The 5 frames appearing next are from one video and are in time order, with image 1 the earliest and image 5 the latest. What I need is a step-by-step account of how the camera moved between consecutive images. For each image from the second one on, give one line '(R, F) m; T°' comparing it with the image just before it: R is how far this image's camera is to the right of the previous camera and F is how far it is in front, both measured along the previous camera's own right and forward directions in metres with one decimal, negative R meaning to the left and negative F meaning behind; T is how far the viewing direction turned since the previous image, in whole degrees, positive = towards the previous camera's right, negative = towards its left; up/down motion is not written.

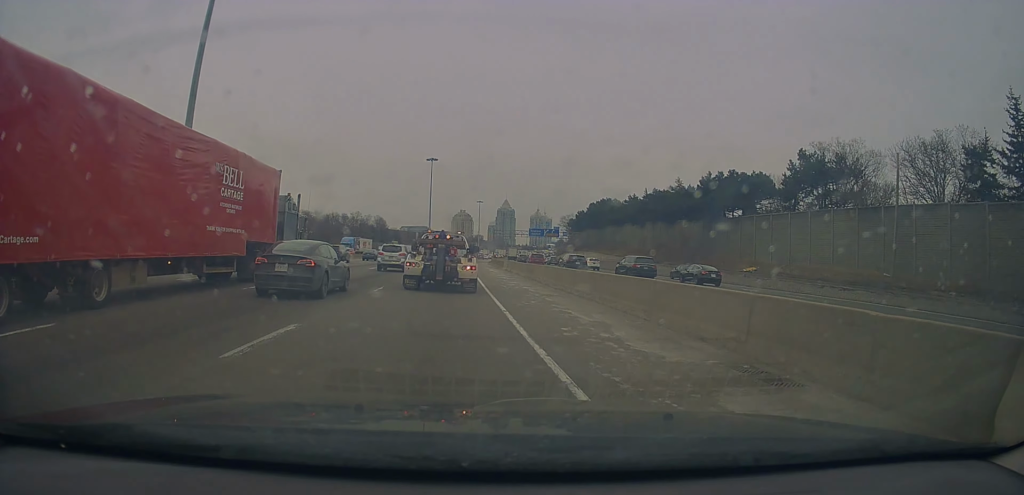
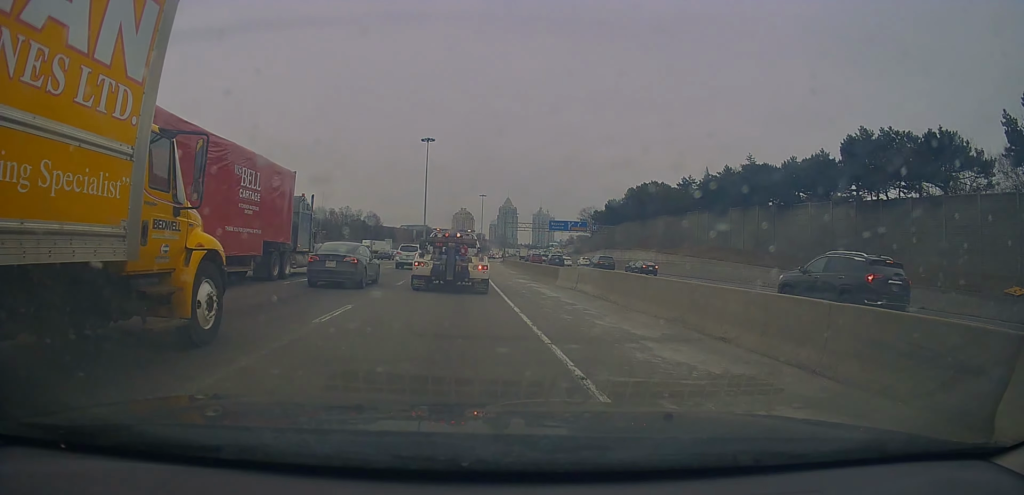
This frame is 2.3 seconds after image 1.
(+0.2, +30.9) m; +1°
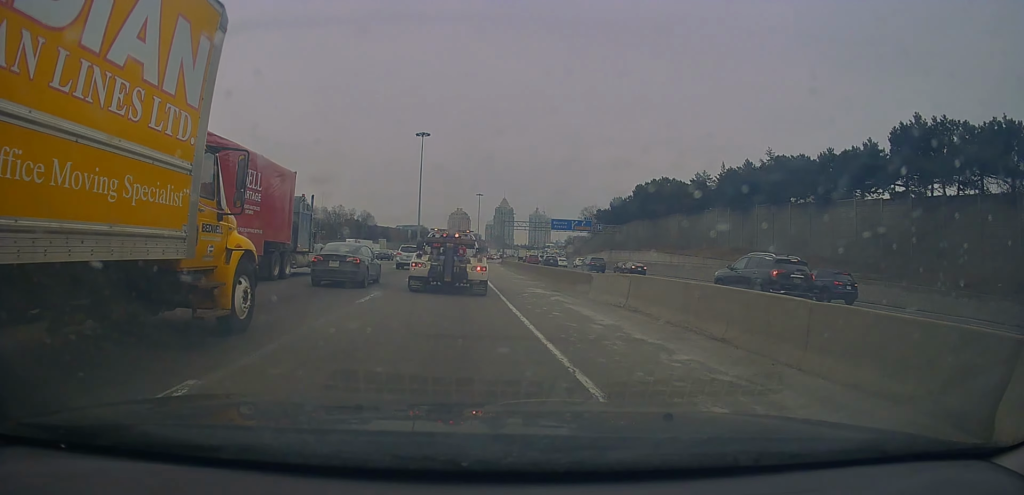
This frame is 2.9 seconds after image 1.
(+0.1, +6.9) m; 0°
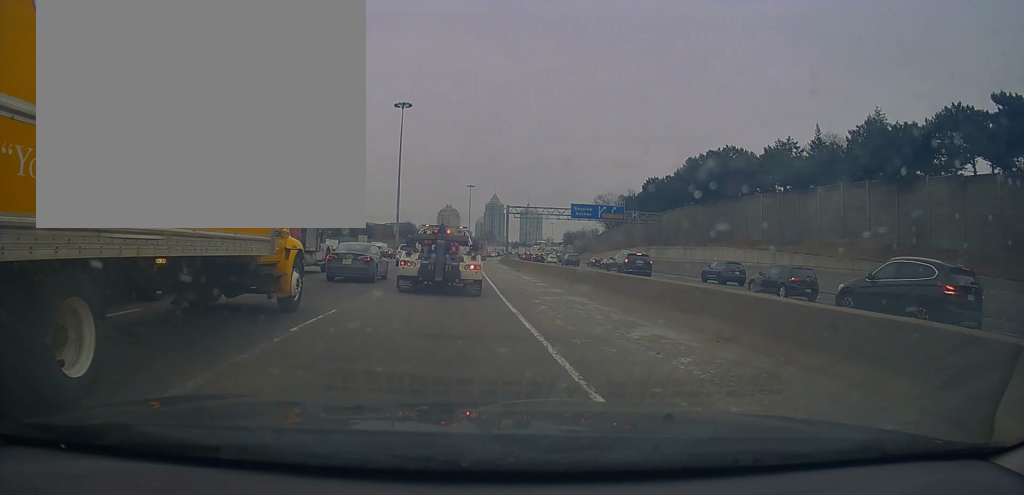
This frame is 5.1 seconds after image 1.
(-0.1, +24.5) m; -1°
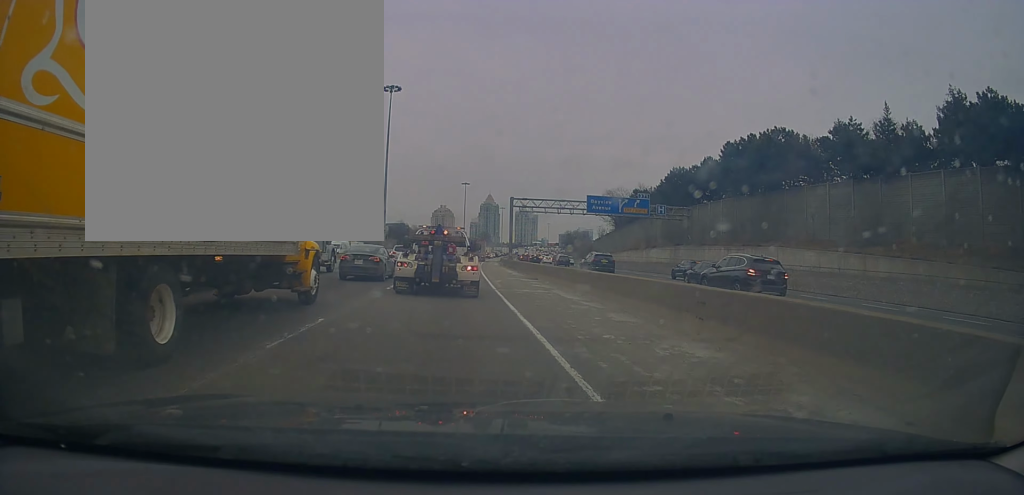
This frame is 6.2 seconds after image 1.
(-0.2, +13.0) m; -1°
